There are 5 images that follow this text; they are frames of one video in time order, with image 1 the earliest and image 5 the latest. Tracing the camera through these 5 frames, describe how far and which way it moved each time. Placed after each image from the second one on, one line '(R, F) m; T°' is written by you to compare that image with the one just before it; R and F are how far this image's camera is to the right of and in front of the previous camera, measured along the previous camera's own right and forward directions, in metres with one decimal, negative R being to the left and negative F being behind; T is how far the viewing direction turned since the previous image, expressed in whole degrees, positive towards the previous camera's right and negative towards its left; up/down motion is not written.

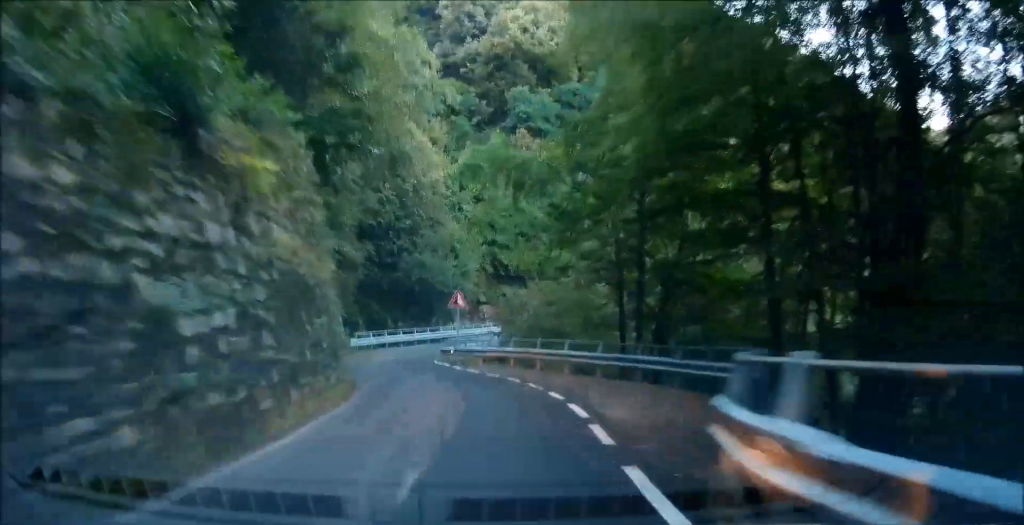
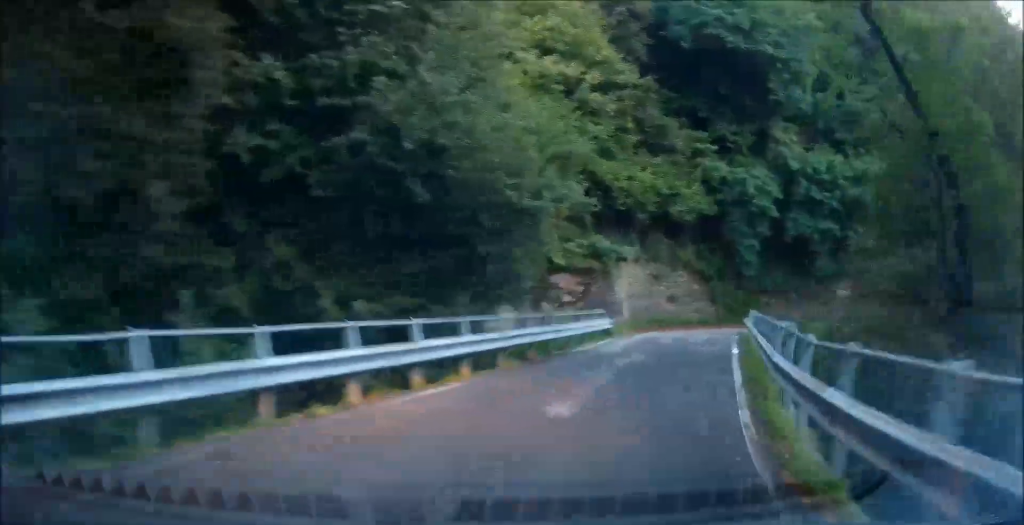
(-2.7, +31.7) m; +4°
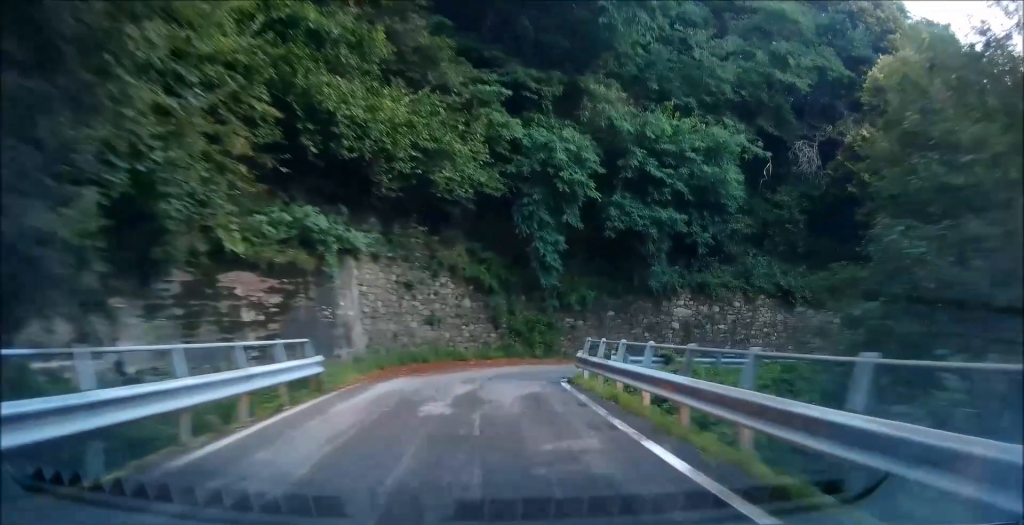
(+1.5, +10.5) m; +19°
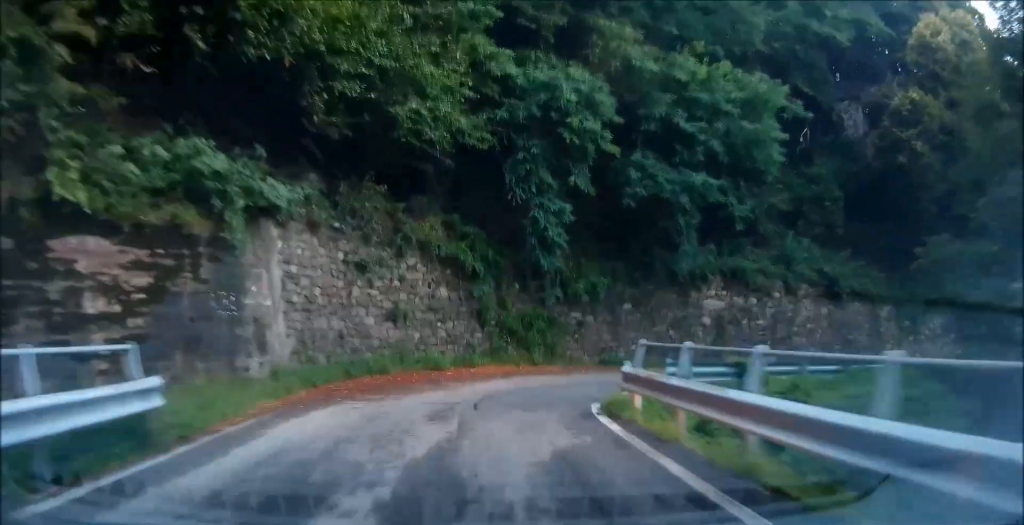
(+0.4, +4.5) m; +14°
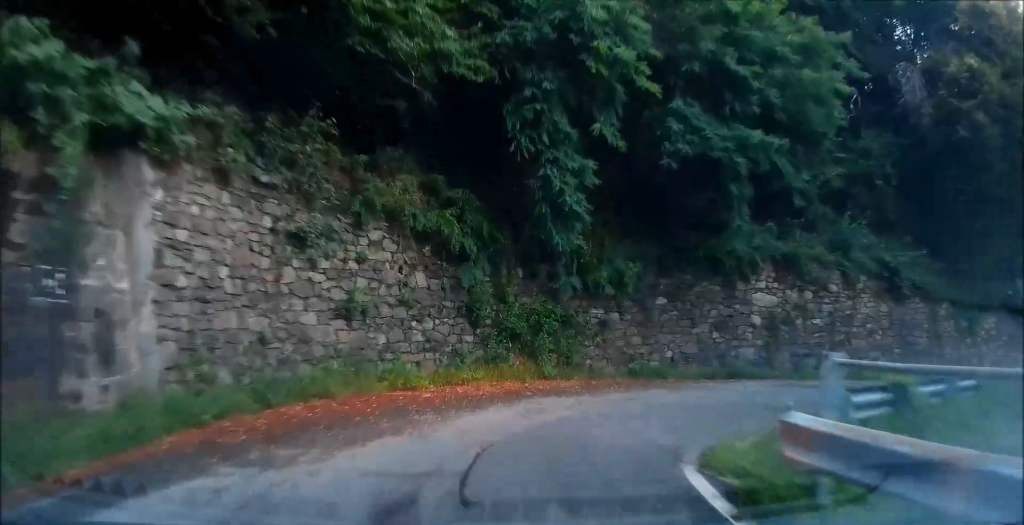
(+0.6, +4.1) m; +14°
